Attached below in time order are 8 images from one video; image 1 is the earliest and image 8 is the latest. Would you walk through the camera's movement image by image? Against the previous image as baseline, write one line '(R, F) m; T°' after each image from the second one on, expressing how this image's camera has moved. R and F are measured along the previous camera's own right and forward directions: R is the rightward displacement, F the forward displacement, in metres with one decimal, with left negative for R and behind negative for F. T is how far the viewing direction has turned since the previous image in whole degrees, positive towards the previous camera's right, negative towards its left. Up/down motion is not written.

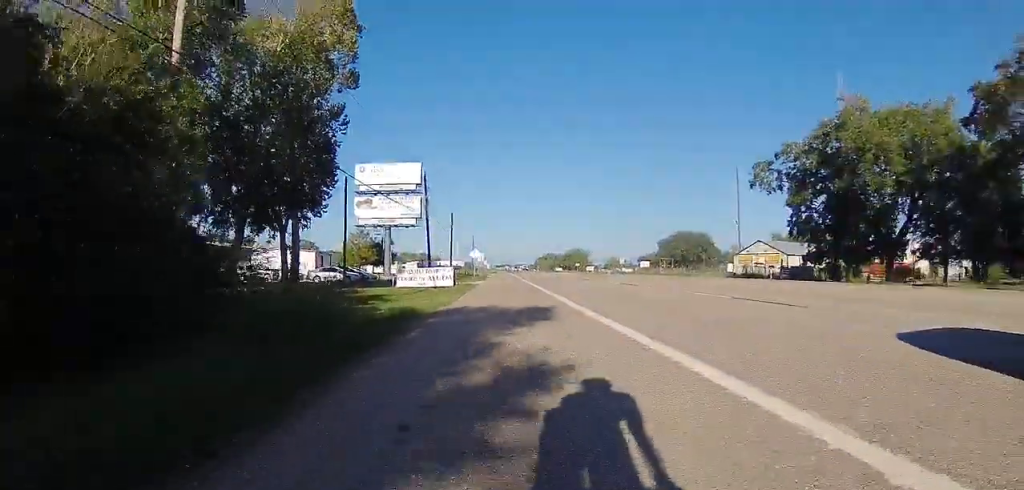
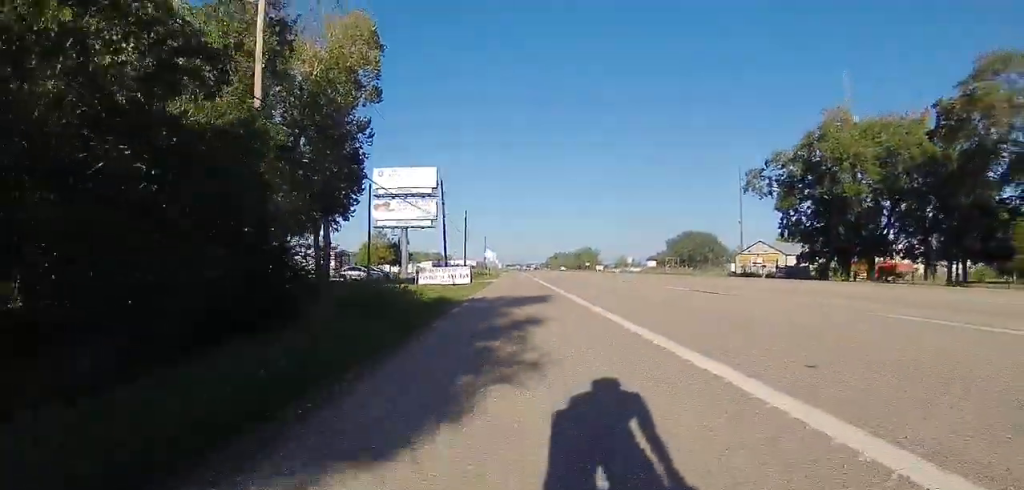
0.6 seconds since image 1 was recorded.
(0.0, +3.5) m; +1°
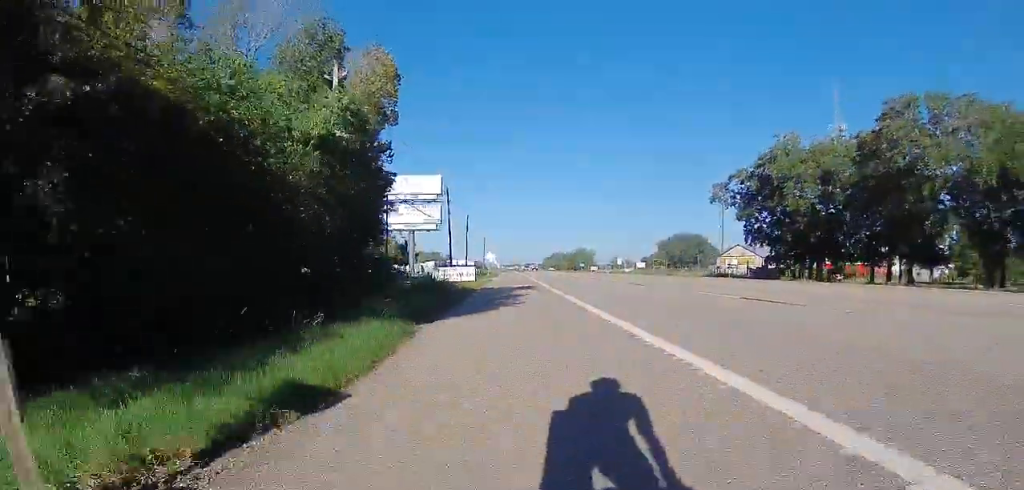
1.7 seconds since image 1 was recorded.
(+0.2, +6.8) m; +2°
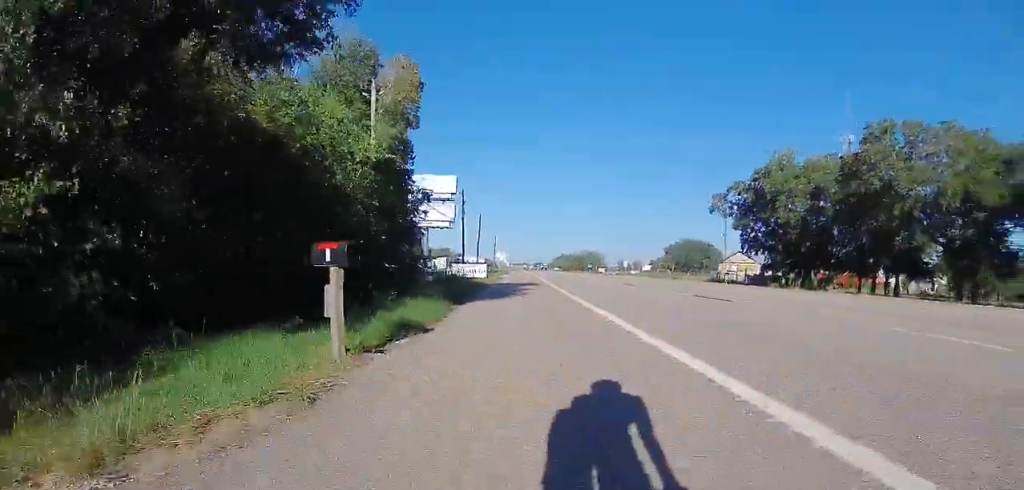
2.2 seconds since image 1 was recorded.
(0.0, +3.3) m; +1°
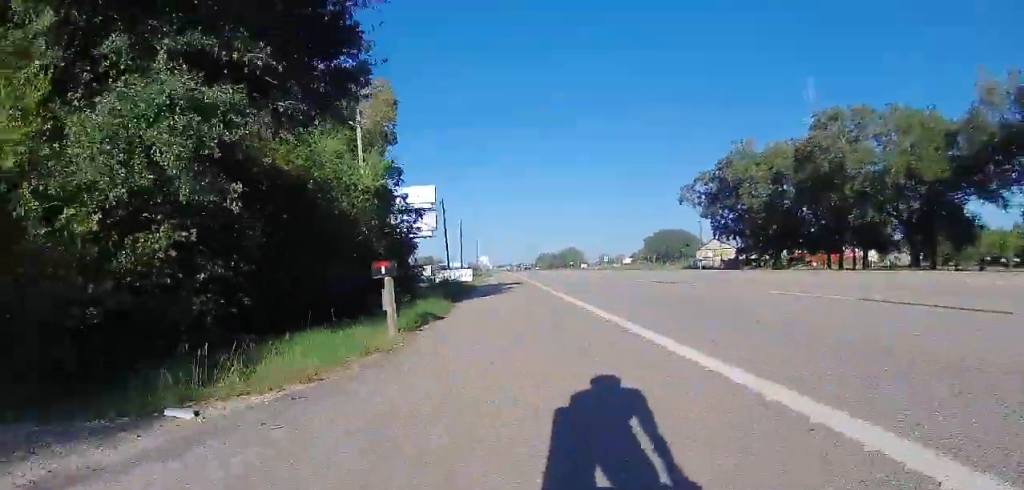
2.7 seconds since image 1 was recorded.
(0.0, +3.0) m; 0°
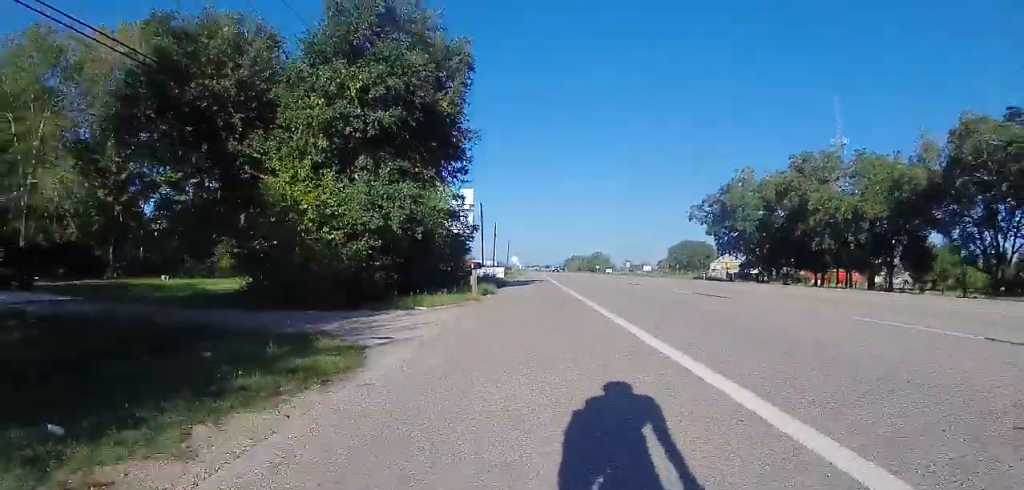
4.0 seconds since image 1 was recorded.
(0.0, +9.2) m; 0°
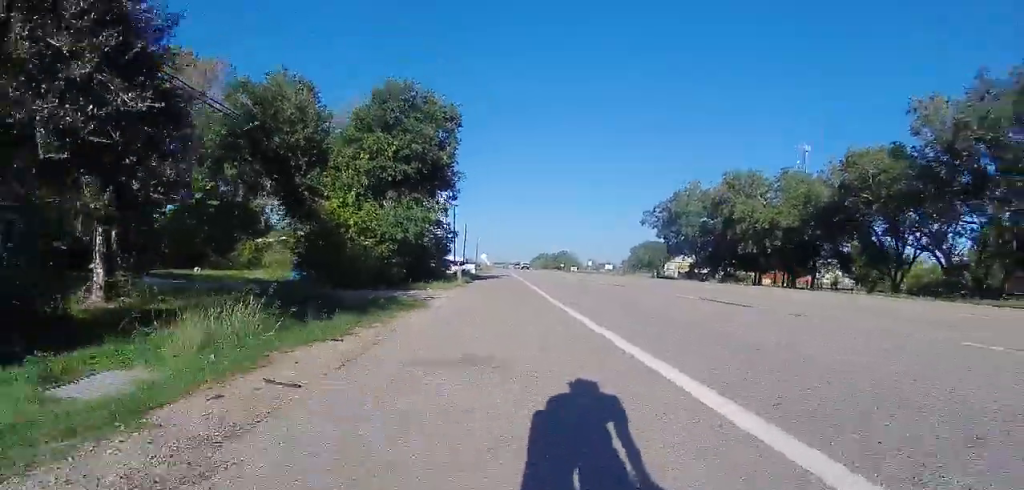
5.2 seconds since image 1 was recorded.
(0.0, +8.2) m; 0°
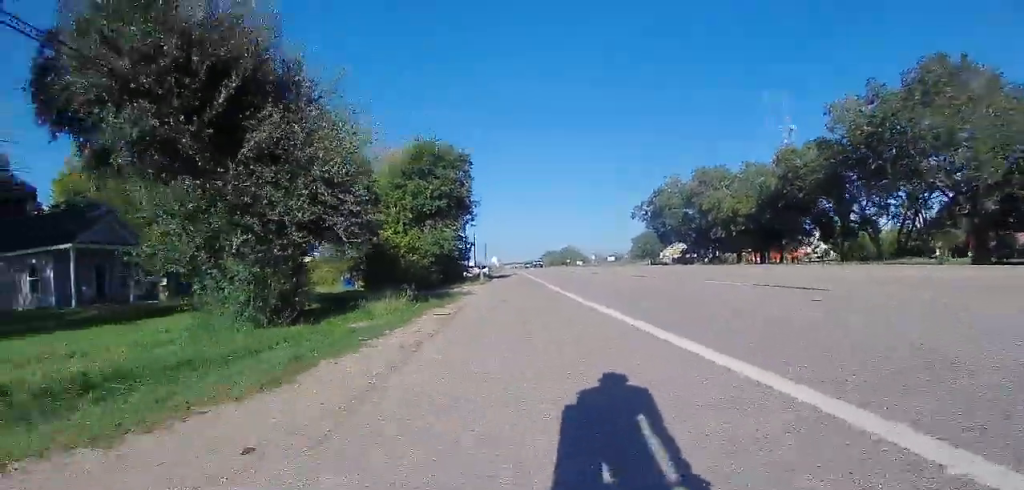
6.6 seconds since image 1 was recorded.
(-0.1, +9.4) m; -2°
